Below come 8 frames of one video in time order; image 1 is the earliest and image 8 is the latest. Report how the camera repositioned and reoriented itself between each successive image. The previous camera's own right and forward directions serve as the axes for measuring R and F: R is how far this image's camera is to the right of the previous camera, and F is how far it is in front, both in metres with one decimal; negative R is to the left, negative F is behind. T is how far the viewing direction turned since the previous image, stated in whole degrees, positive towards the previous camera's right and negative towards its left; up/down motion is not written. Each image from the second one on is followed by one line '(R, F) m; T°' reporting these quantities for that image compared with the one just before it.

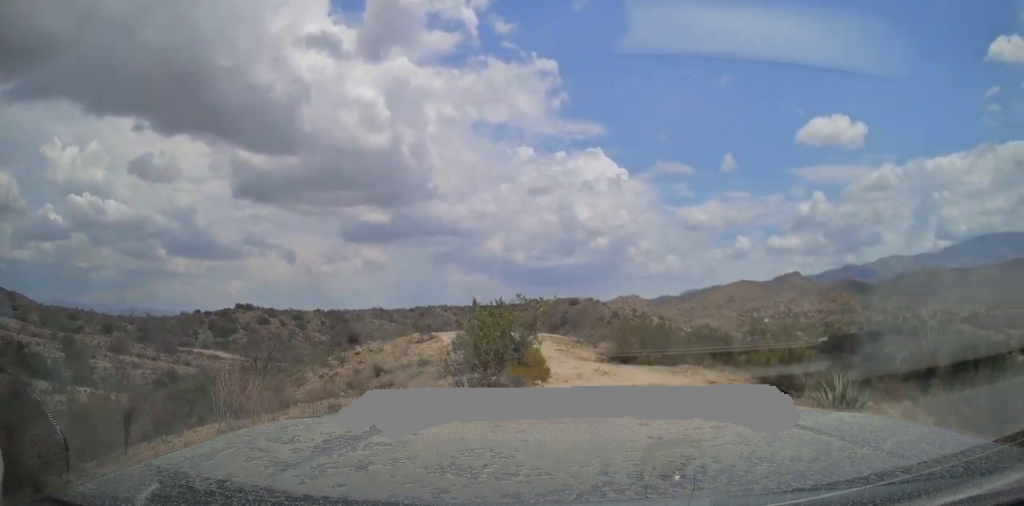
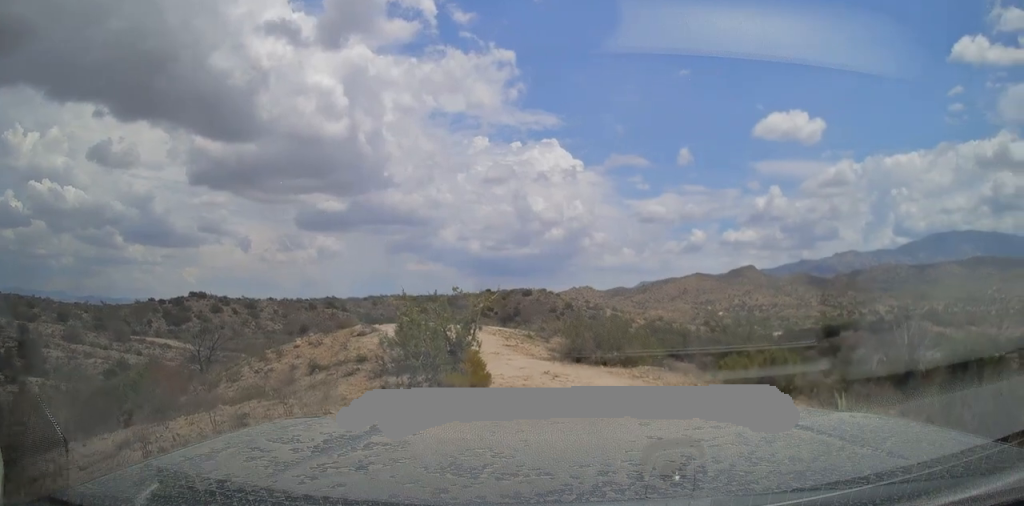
(-0.1, +1.9) m; -1°
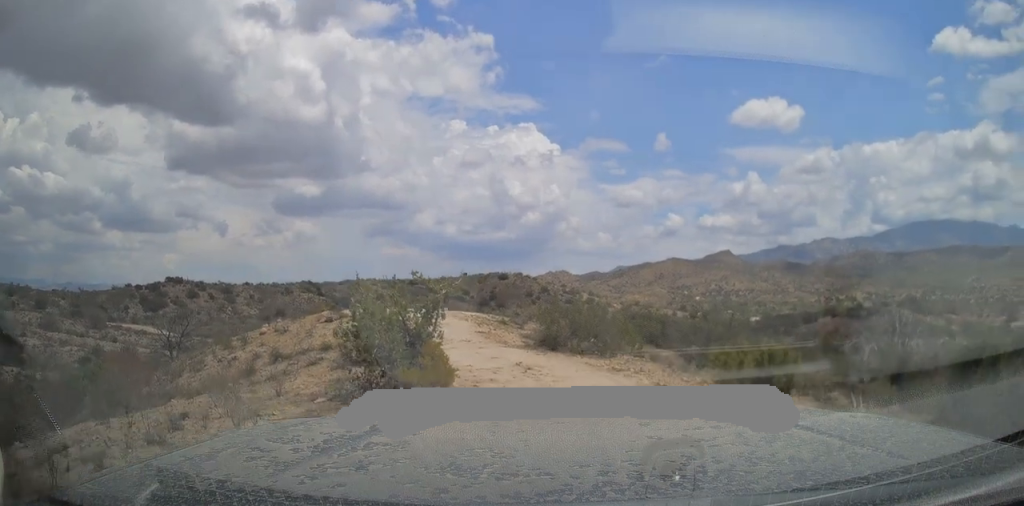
(0.0, +1.3) m; +1°
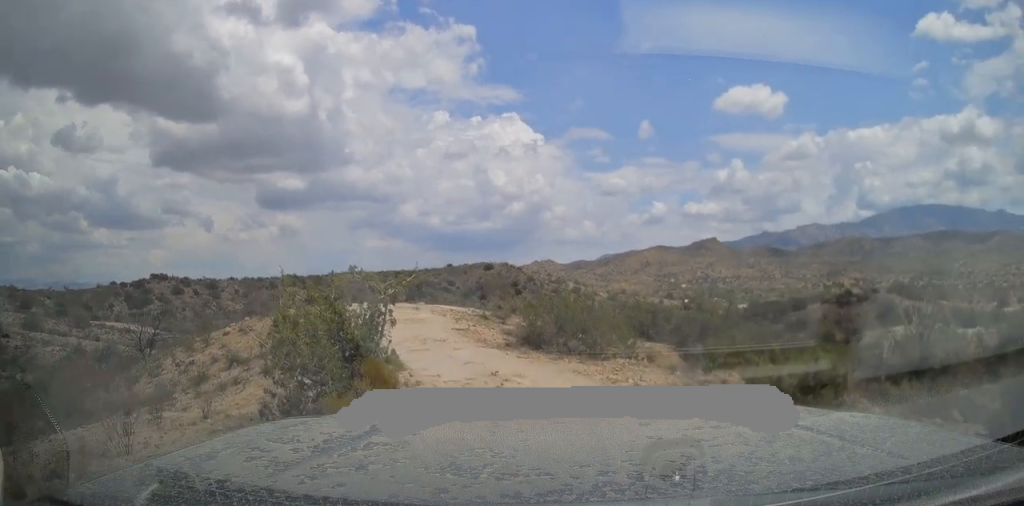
(0.0, +2.5) m; +1°
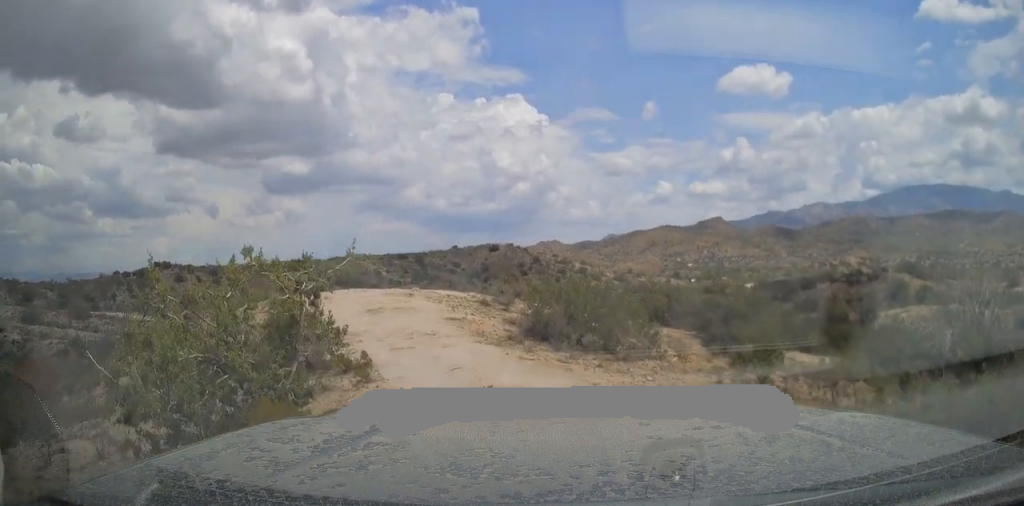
(0.0, +3.1) m; +1°
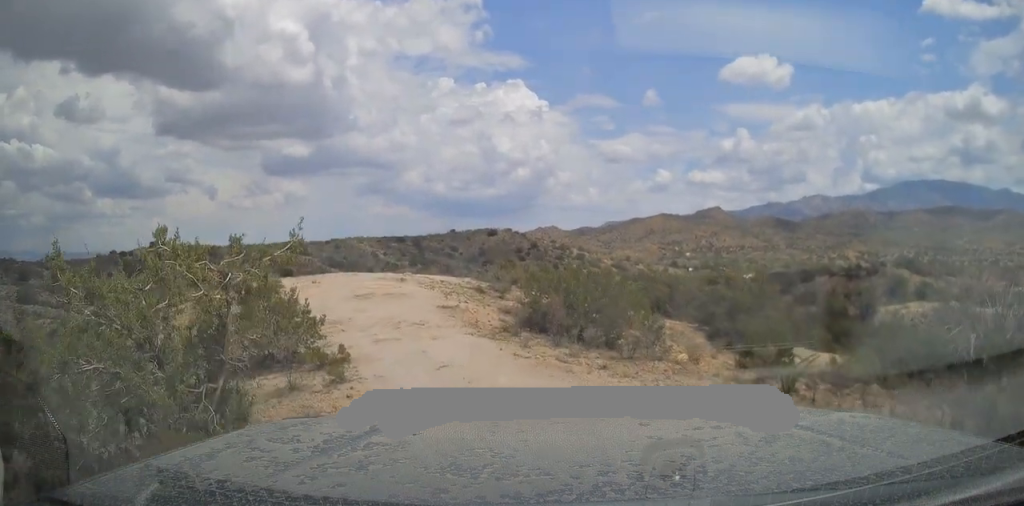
(0.0, +1.2) m; 0°
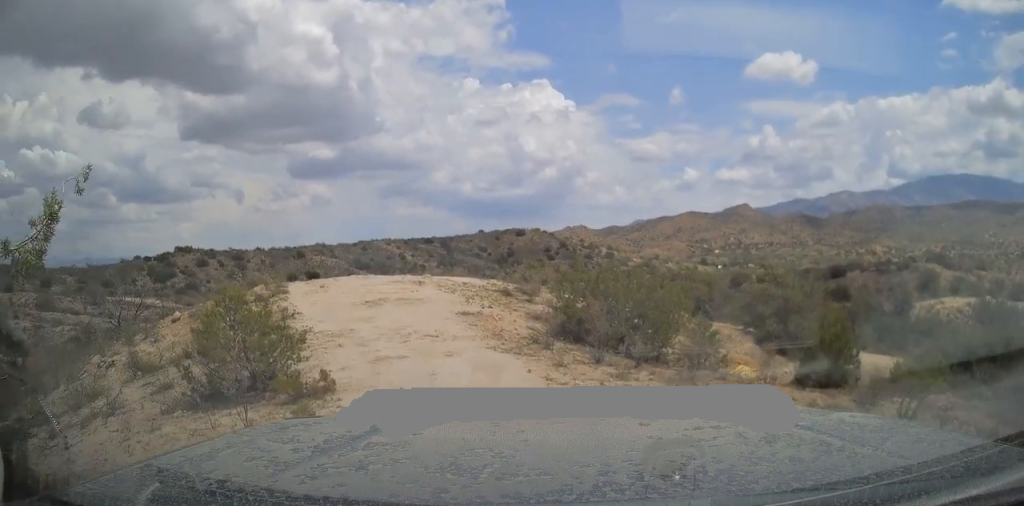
(0.0, +2.4) m; -1°
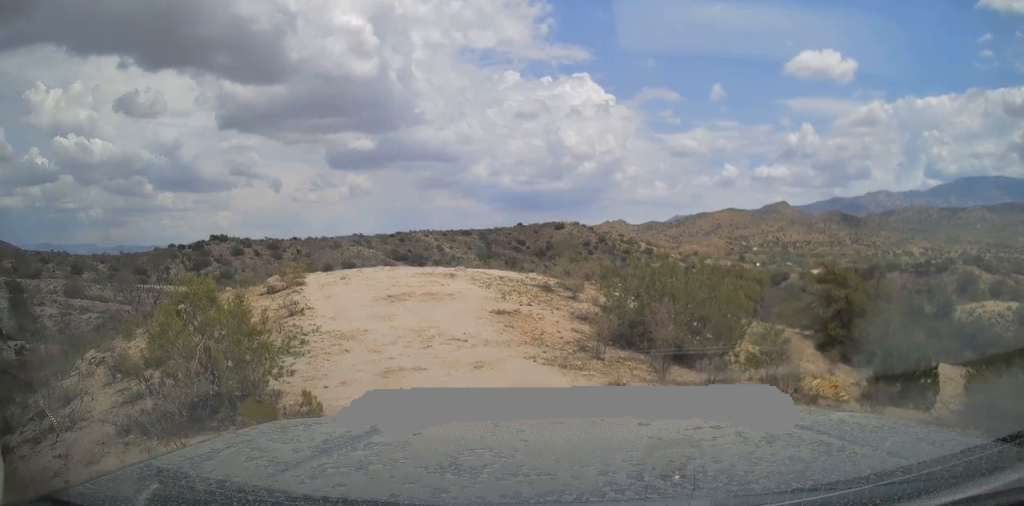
(-0.1, +2.1) m; -3°
